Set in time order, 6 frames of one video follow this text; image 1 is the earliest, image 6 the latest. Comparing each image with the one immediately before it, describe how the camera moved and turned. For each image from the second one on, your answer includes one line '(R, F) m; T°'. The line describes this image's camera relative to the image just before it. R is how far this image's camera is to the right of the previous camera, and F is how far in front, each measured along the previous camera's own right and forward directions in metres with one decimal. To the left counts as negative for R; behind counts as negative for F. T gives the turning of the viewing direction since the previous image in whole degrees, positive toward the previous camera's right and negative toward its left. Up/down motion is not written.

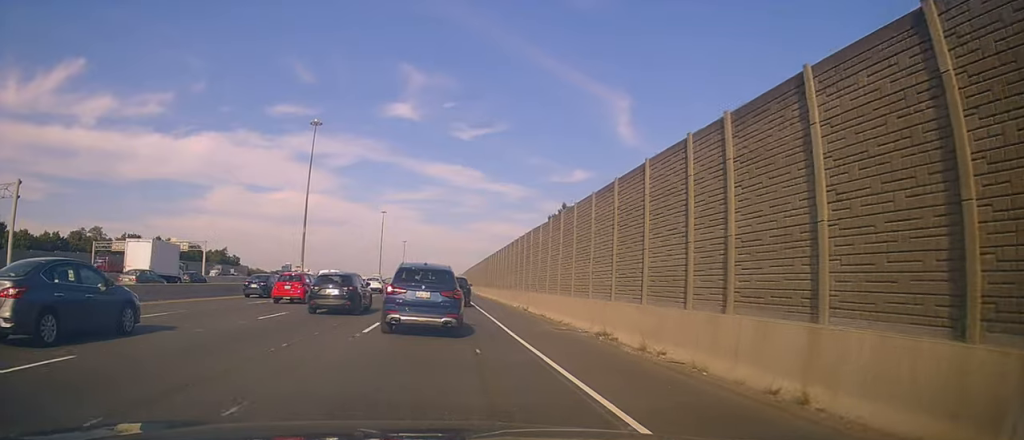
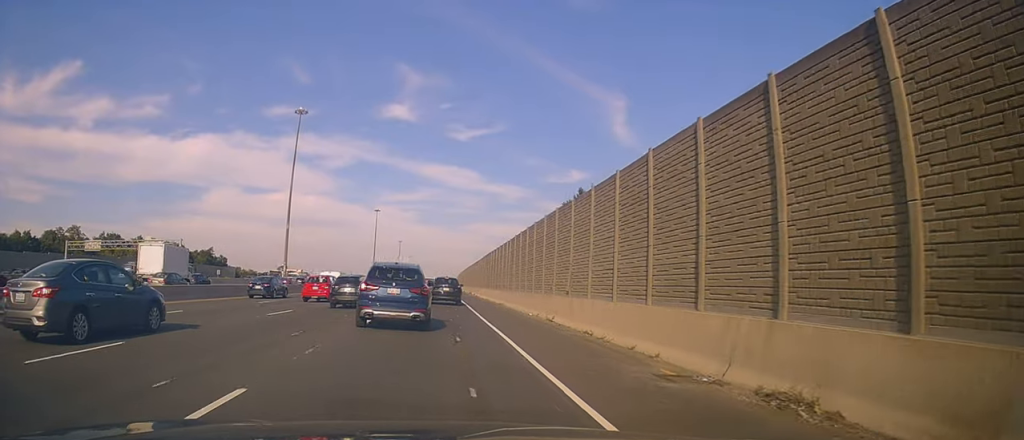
(0.0, +10.0) m; +2°
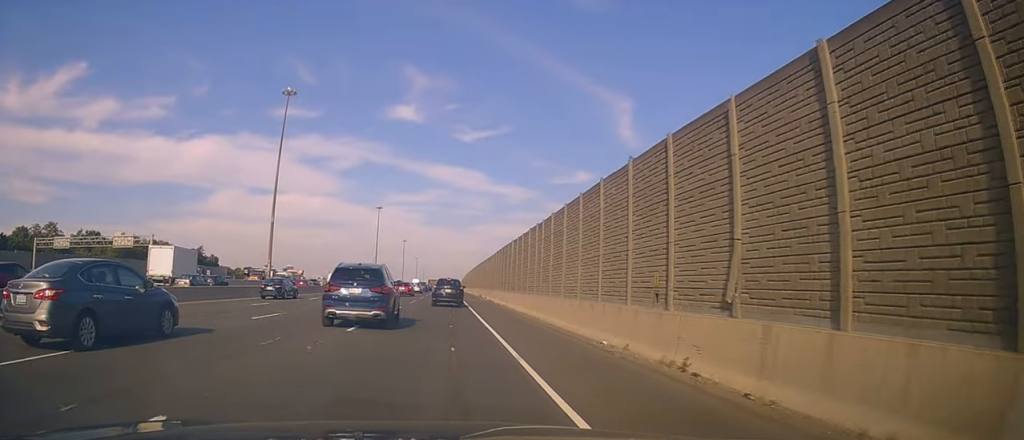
(0.0, +12.2) m; 0°
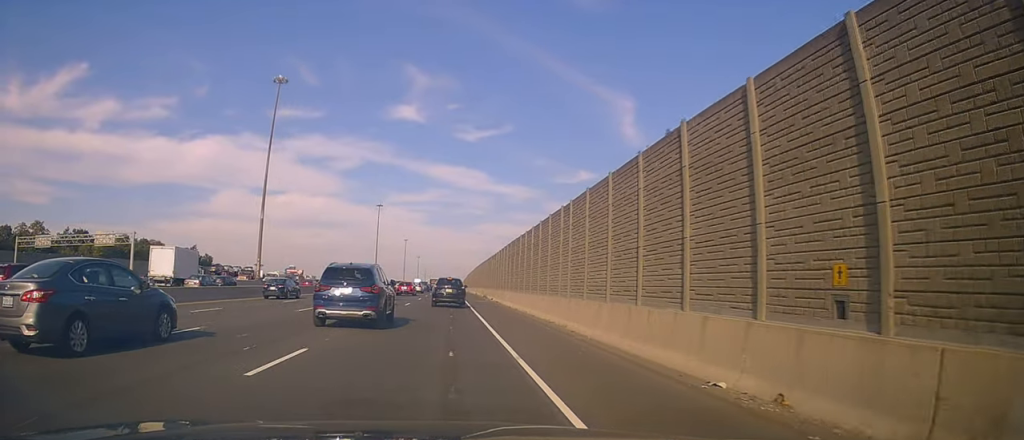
(+0.1, +6.2) m; 0°
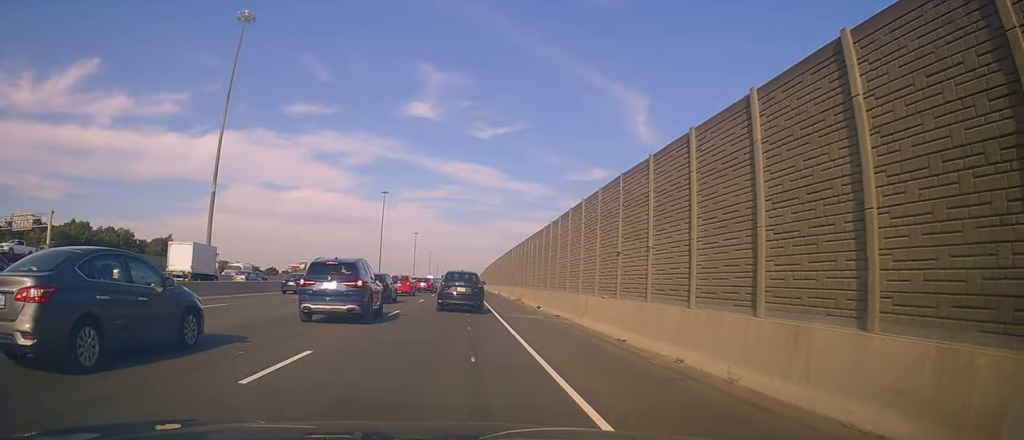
(+0.3, +24.9) m; -1°
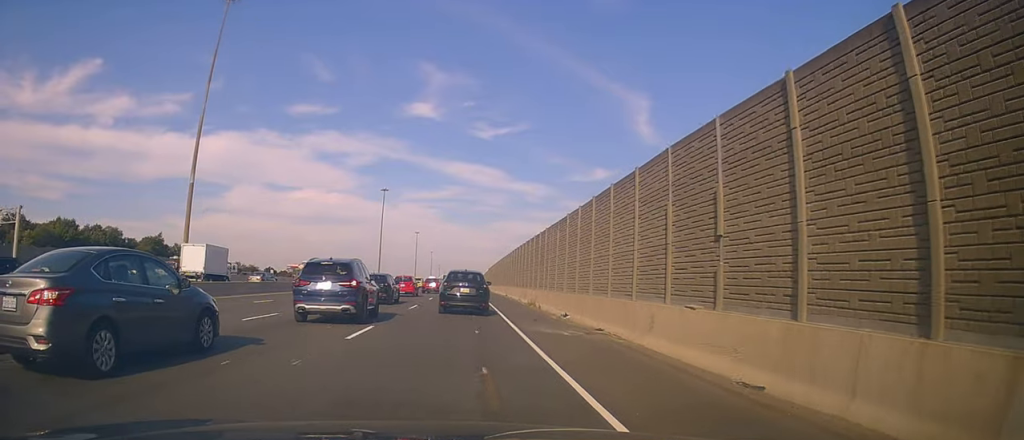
(-0.4, +7.9) m; -2°
